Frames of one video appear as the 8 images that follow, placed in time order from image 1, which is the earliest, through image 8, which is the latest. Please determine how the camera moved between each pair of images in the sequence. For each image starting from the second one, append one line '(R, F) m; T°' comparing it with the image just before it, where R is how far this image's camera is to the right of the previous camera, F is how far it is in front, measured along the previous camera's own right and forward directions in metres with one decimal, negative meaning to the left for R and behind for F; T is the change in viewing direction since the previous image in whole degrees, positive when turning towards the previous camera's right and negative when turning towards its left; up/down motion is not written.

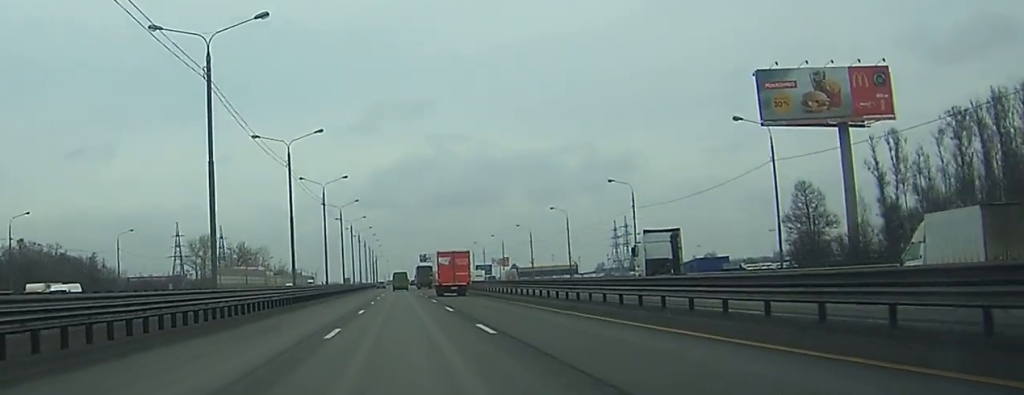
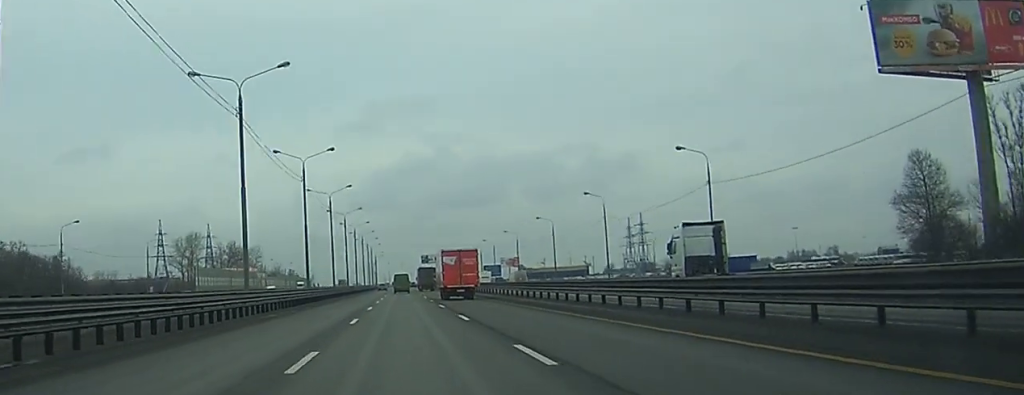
(0.0, +23.5) m; 0°
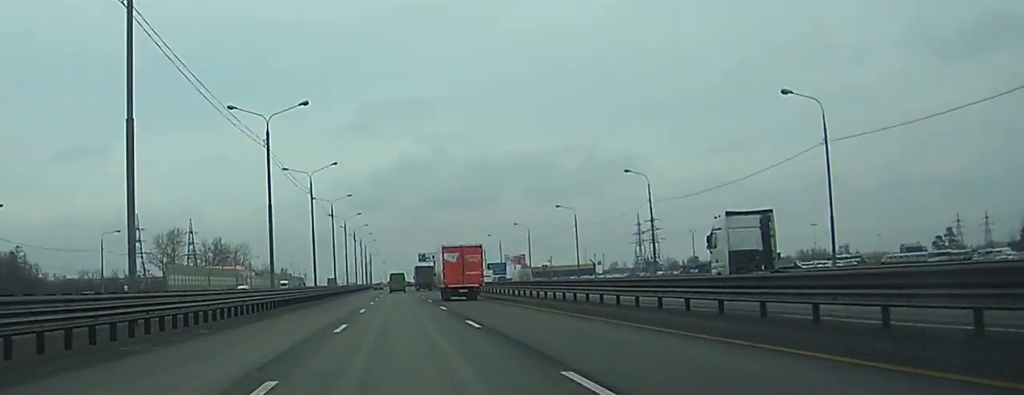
(0.0, +21.4) m; 0°
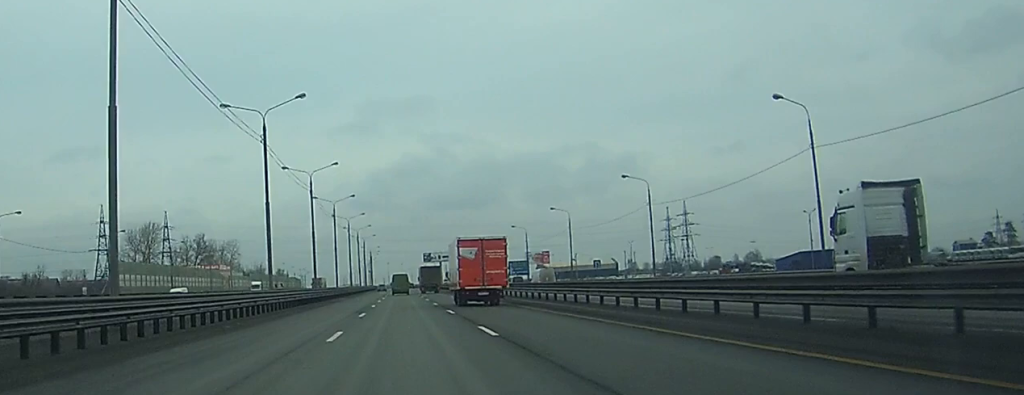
(+0.1, +35.4) m; 0°
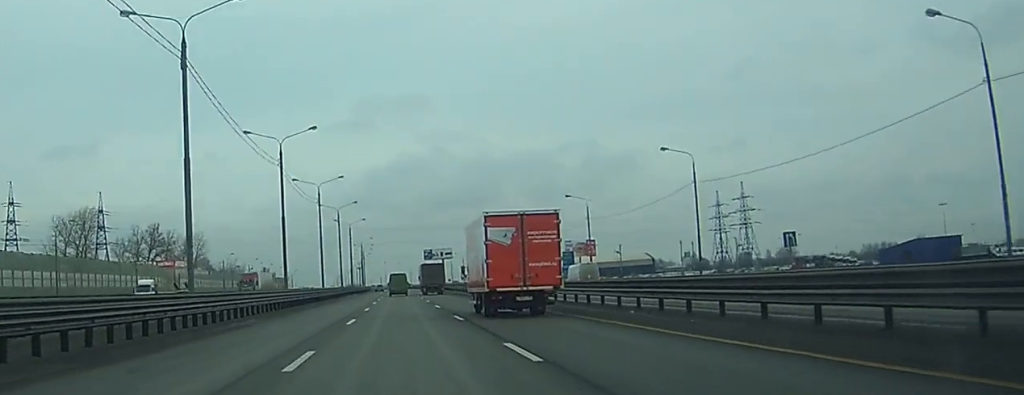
(+0.1, +52.7) m; -1°
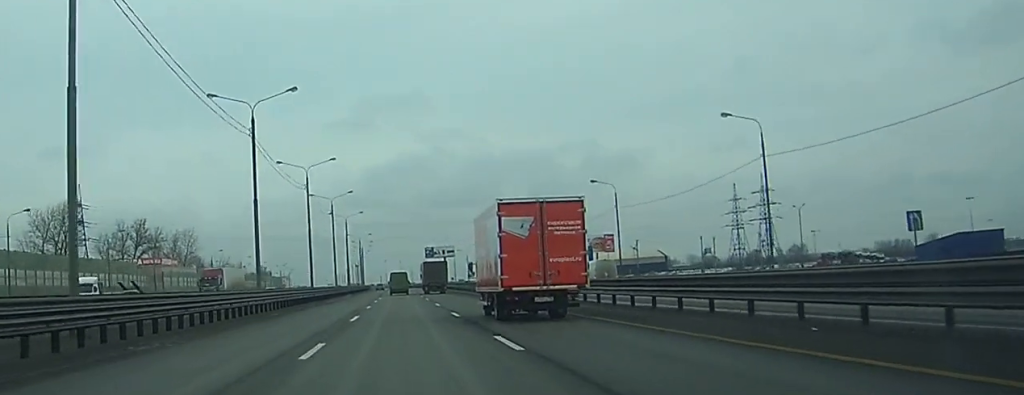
(0.0, +13.2) m; 0°
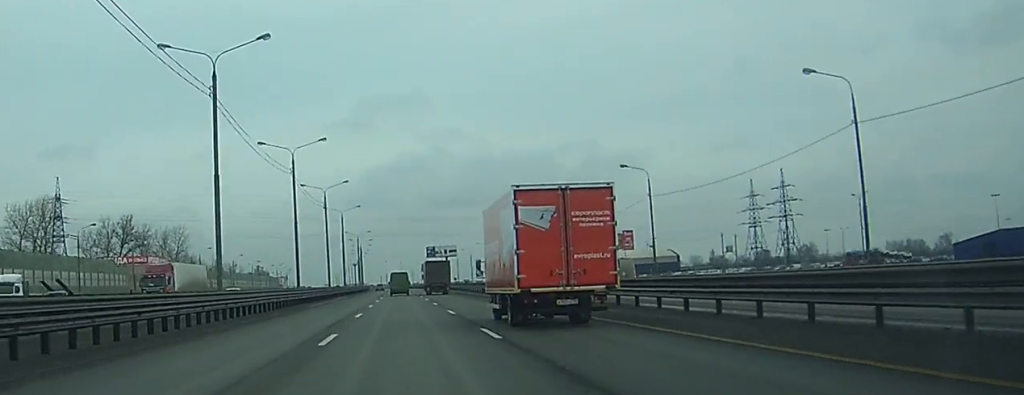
(-0.4, +11.8) m; +2°
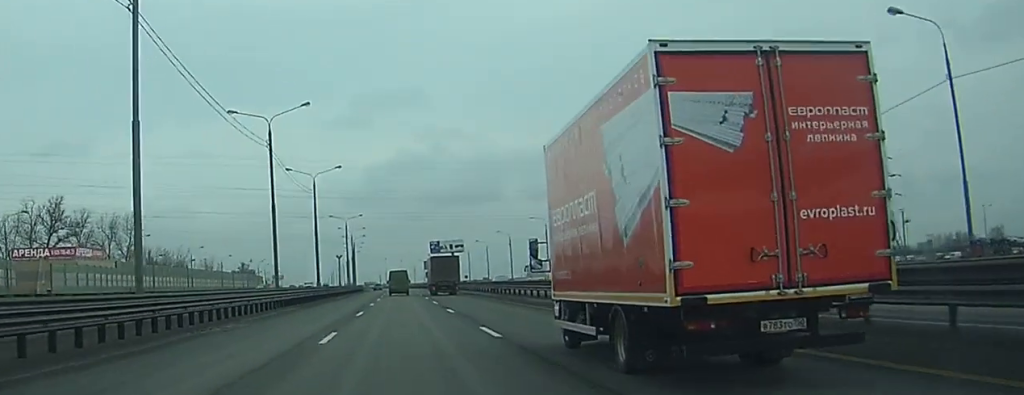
(+2.0, +42.0) m; -1°
